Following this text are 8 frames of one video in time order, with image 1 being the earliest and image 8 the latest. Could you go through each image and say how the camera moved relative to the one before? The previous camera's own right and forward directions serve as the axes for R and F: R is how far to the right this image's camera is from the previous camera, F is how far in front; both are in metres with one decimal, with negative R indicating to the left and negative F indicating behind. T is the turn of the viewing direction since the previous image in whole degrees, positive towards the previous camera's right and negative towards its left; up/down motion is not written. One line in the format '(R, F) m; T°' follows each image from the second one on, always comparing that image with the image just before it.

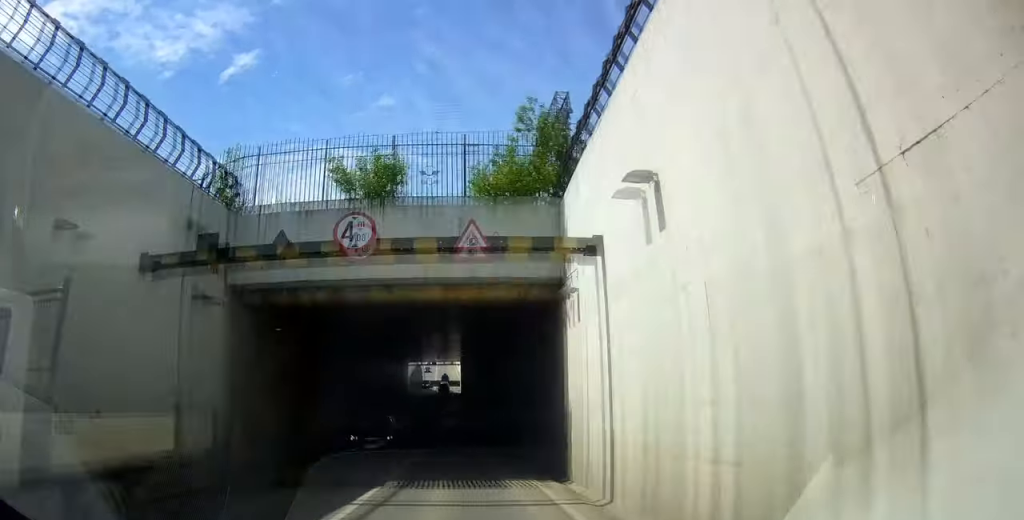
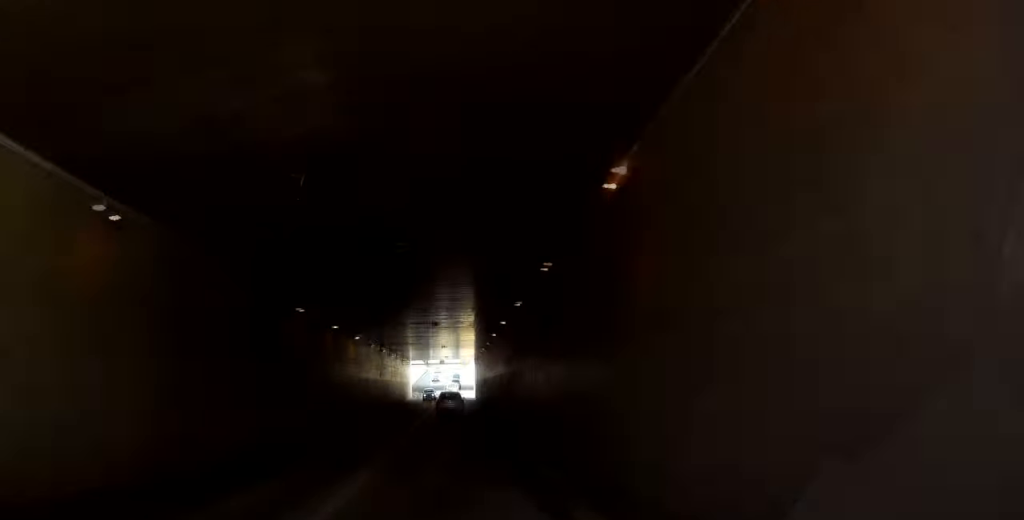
(-0.4, +18.5) m; -1°
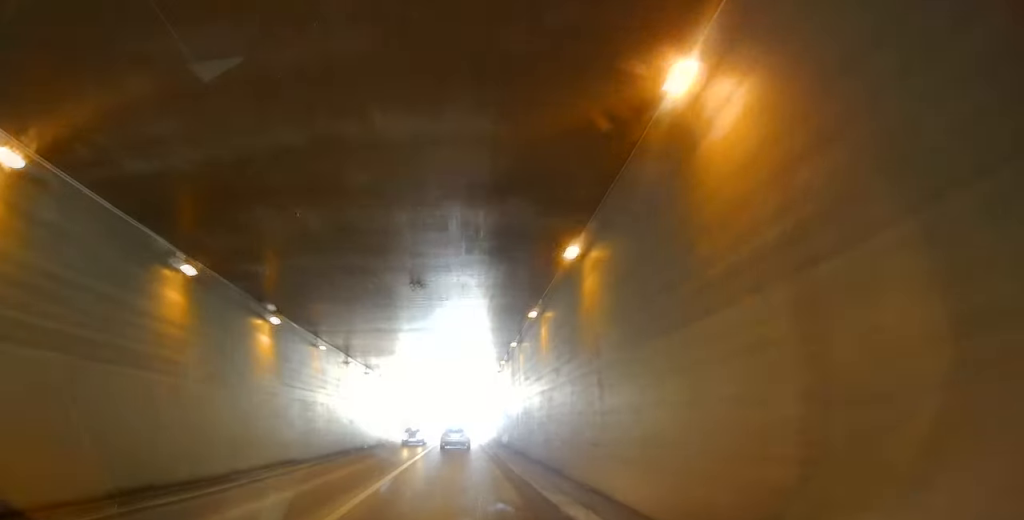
(+0.3, +17.5) m; 0°
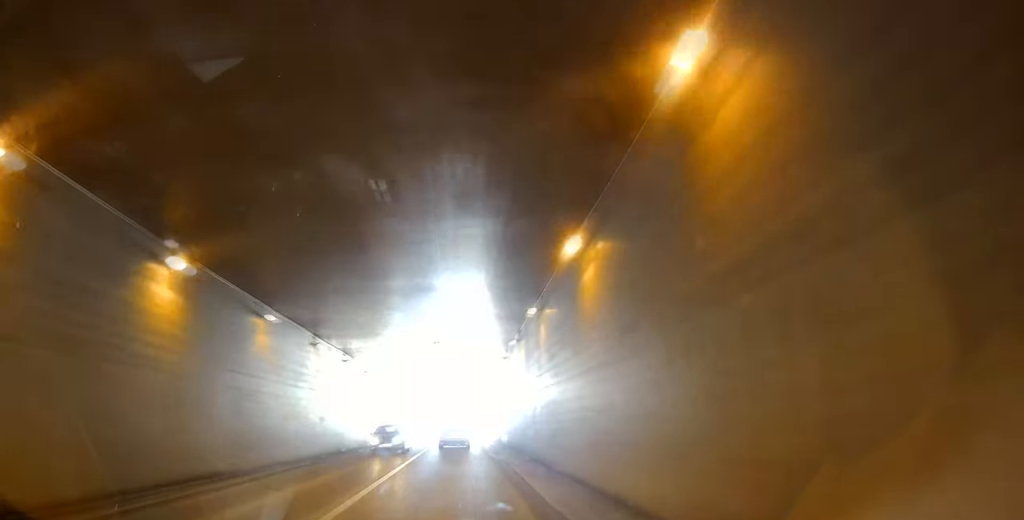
(0.0, +6.8) m; 0°
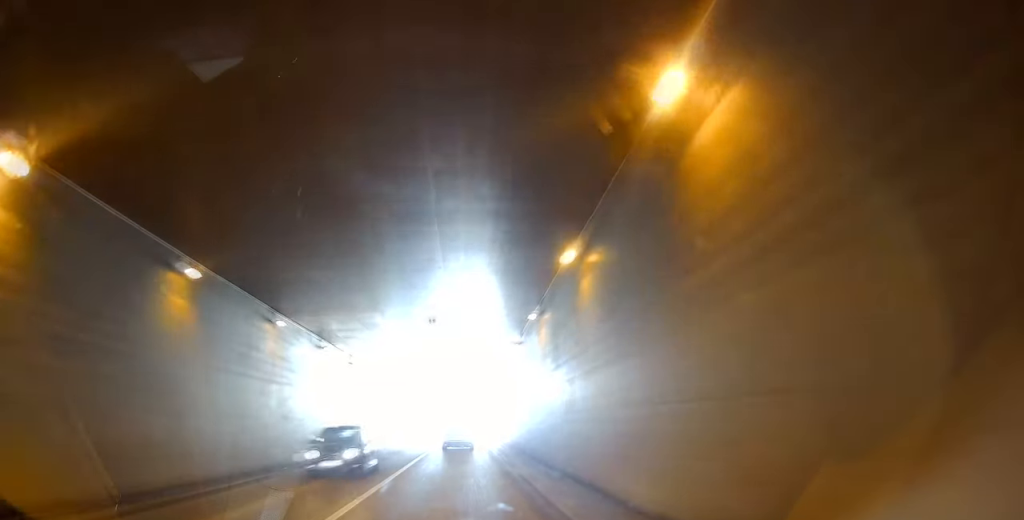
(-0.3, +6.2) m; +1°
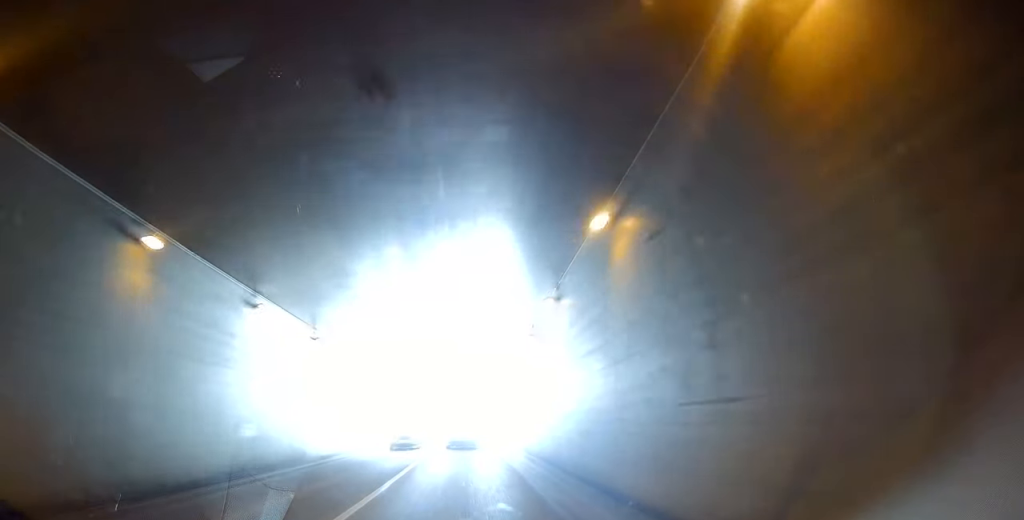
(+0.6, +15.6) m; +1°
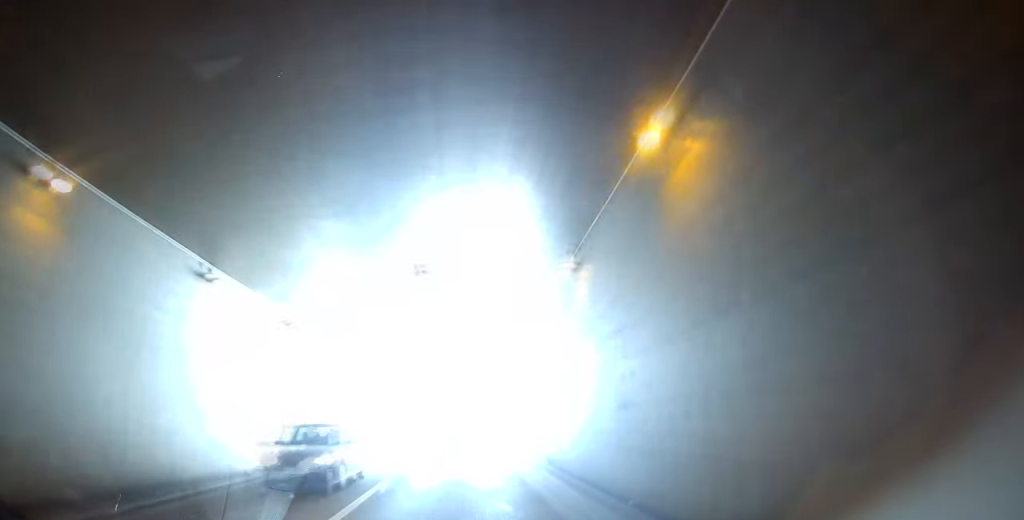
(-0.2, +10.0) m; -1°
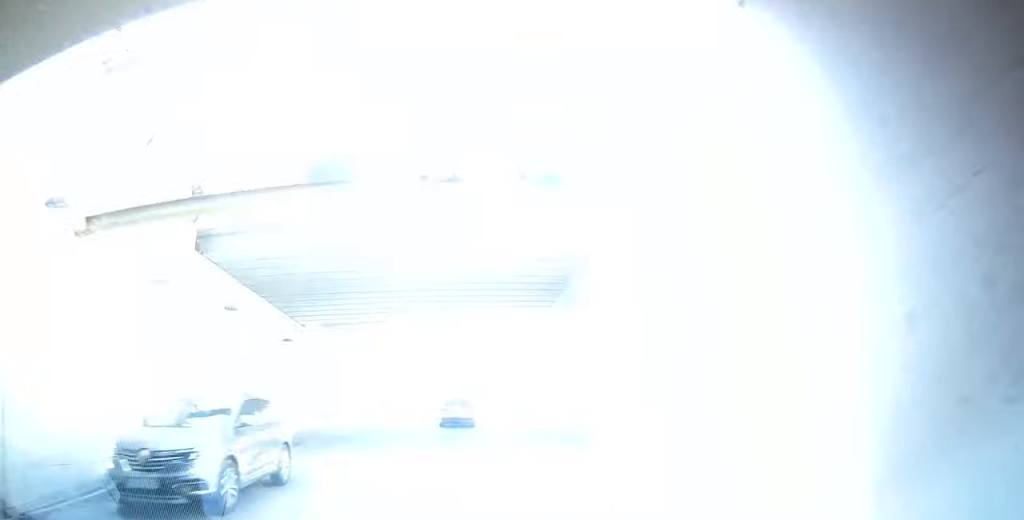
(-0.4, +21.2) m; -2°
